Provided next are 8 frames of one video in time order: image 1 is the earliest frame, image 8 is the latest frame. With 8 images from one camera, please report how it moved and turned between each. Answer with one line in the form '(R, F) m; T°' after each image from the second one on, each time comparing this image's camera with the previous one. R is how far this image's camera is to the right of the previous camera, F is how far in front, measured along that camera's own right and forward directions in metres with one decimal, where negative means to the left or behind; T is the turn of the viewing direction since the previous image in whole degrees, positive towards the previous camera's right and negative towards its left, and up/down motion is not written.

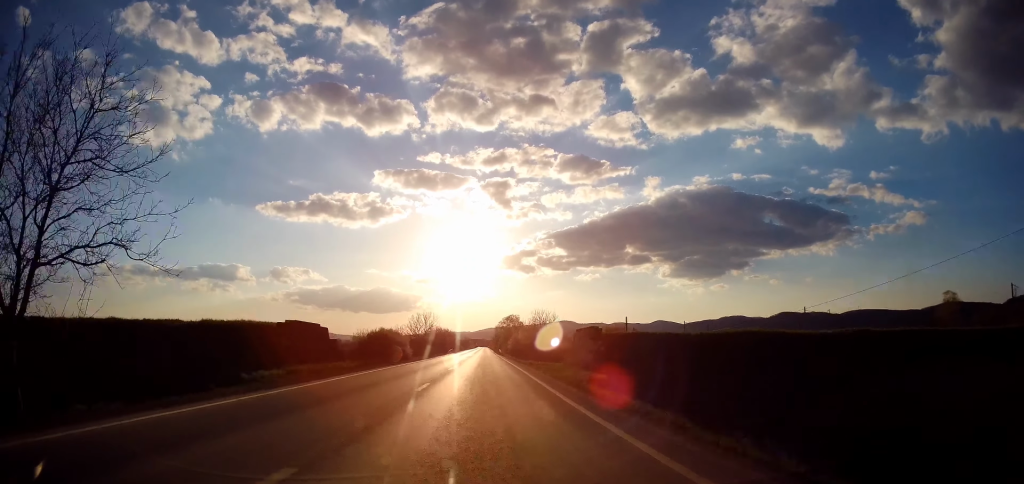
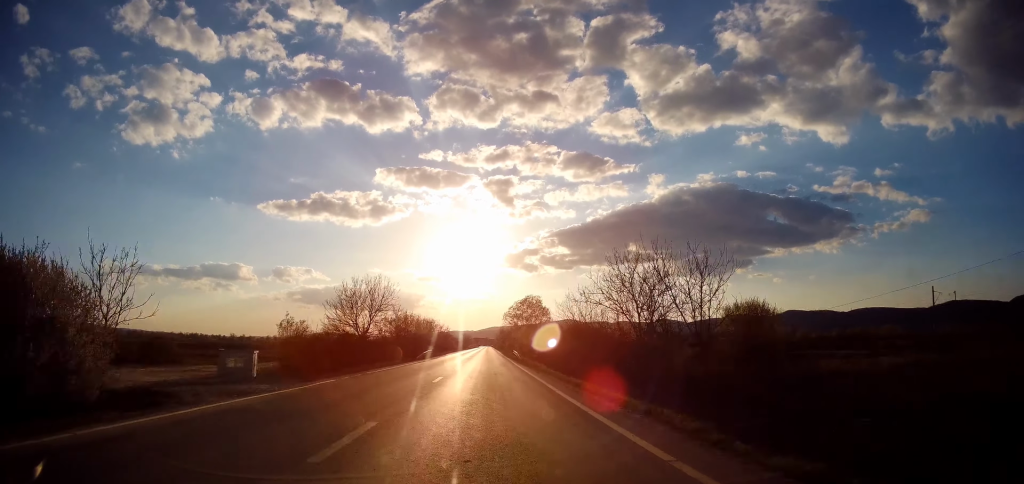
(+0.1, +45.0) m; 0°
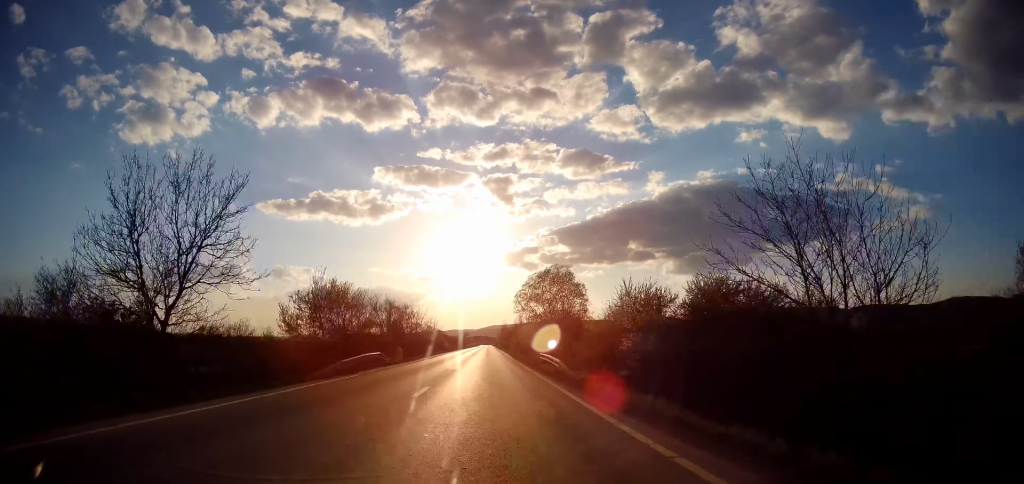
(-0.5, +29.2) m; 0°
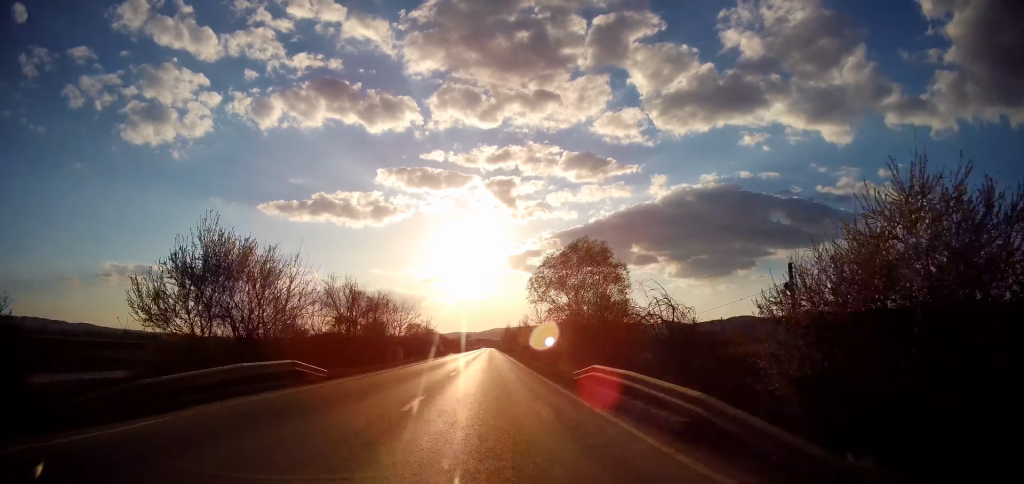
(+0.3, +14.2) m; +1°
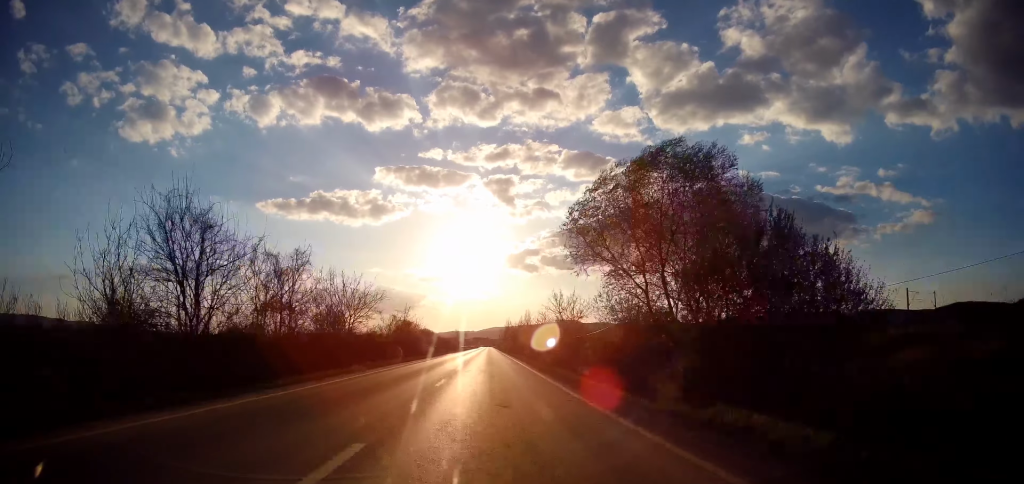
(+0.2, +18.4) m; 0°
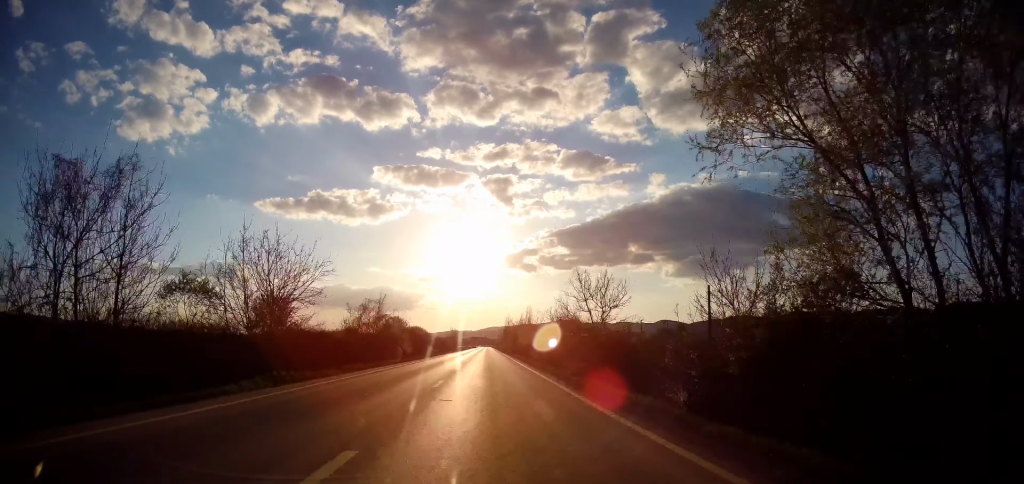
(+0.1, +12.5) m; -1°
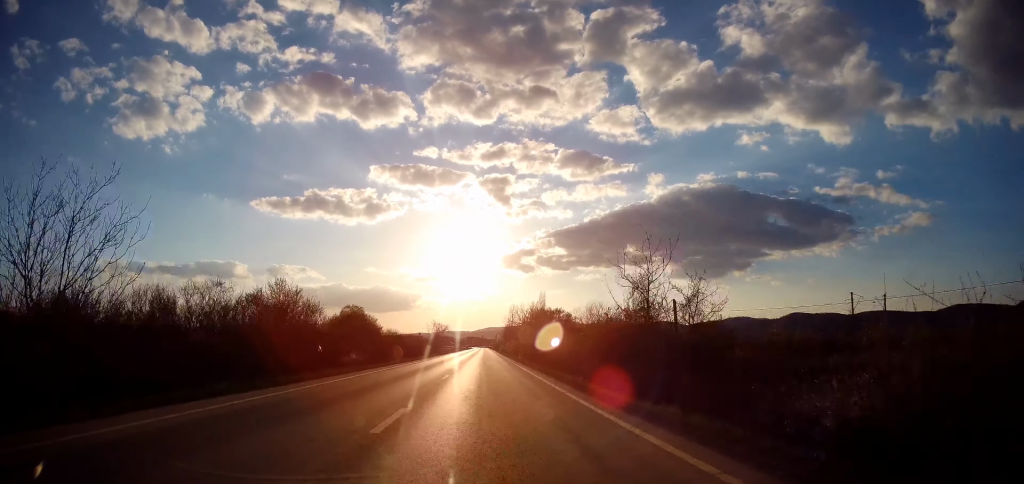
(-0.6, +44.2) m; -1°
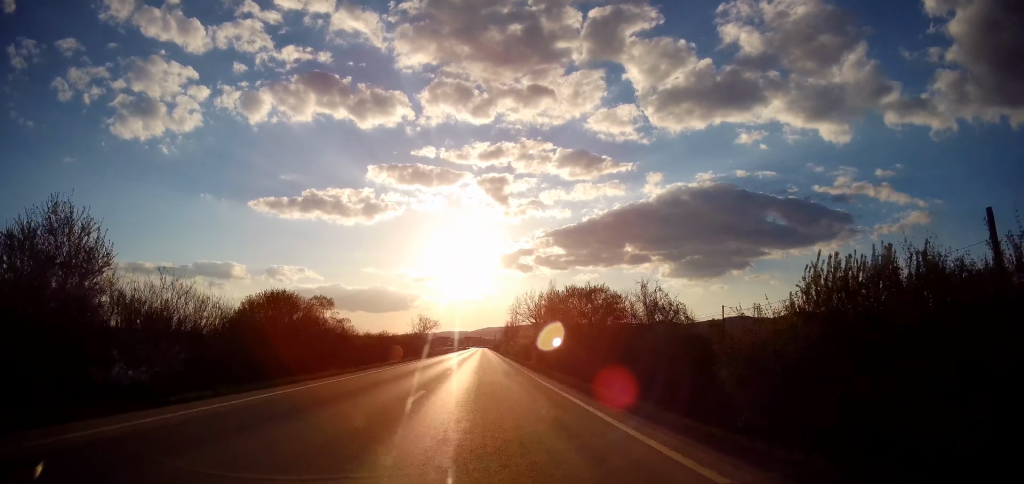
(+0.1, +20.2) m; +1°
